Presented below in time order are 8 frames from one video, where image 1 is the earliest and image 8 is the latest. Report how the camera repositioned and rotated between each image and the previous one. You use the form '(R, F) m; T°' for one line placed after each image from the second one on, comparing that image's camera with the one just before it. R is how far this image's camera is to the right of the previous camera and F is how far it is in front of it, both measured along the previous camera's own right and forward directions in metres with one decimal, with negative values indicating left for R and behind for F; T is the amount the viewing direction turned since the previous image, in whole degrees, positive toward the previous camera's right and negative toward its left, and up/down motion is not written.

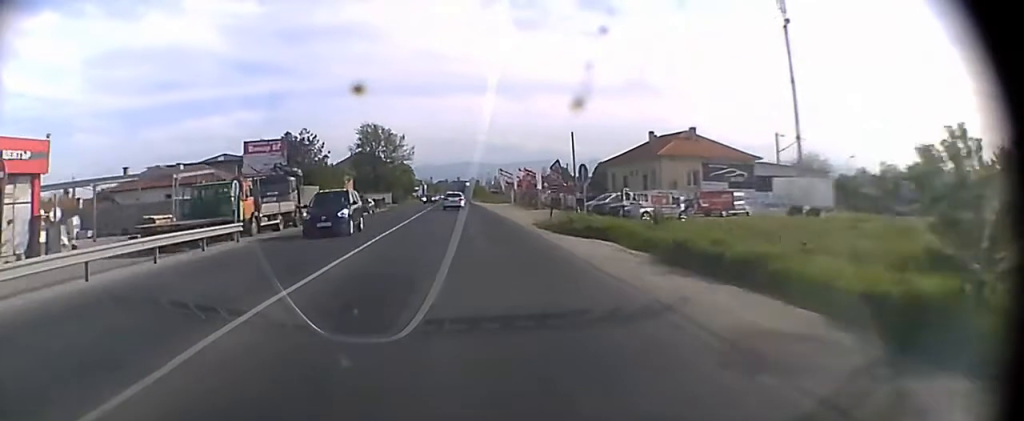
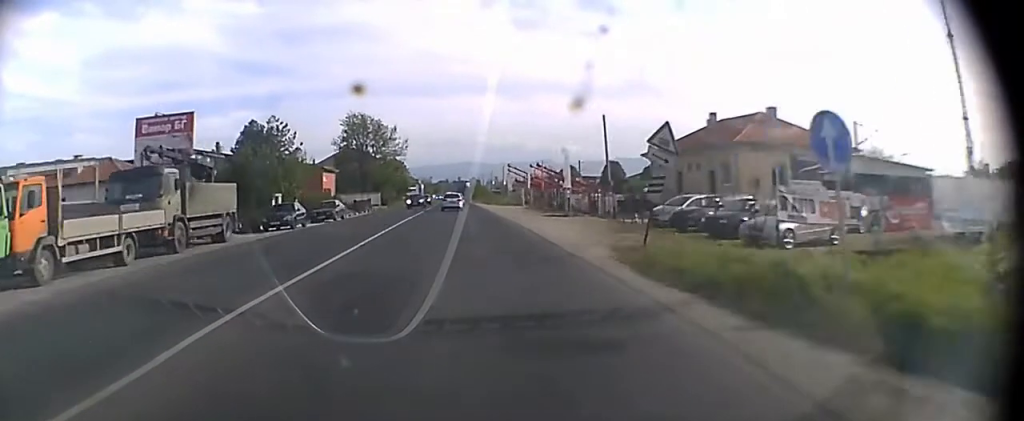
(0.0, +17.3) m; 0°
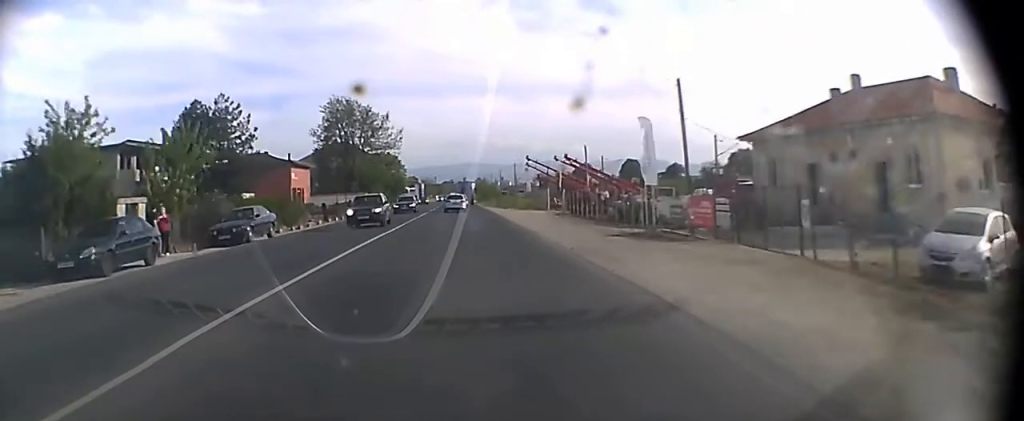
(0.0, +20.2) m; 0°
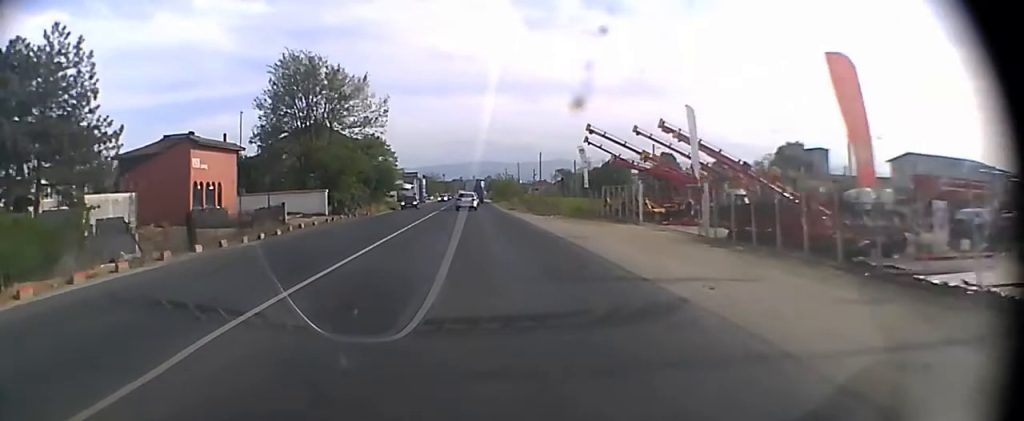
(-0.1, +30.4) m; 0°
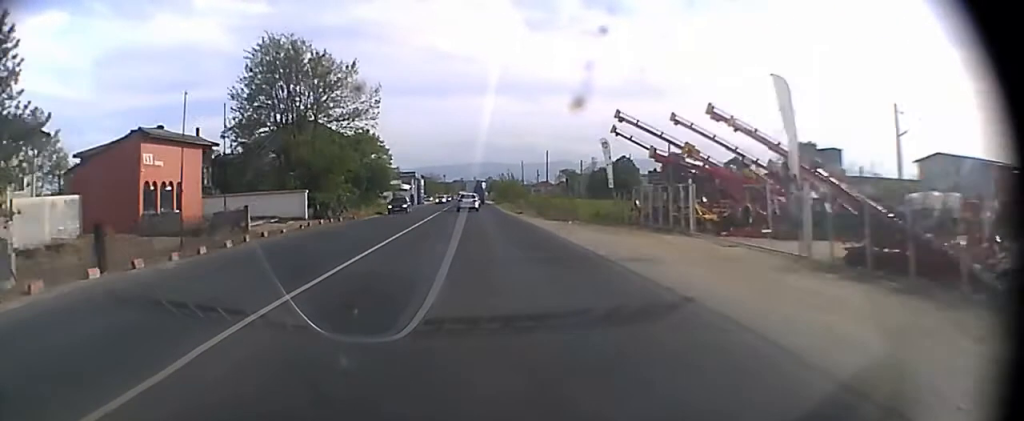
(0.0, +7.6) m; 0°
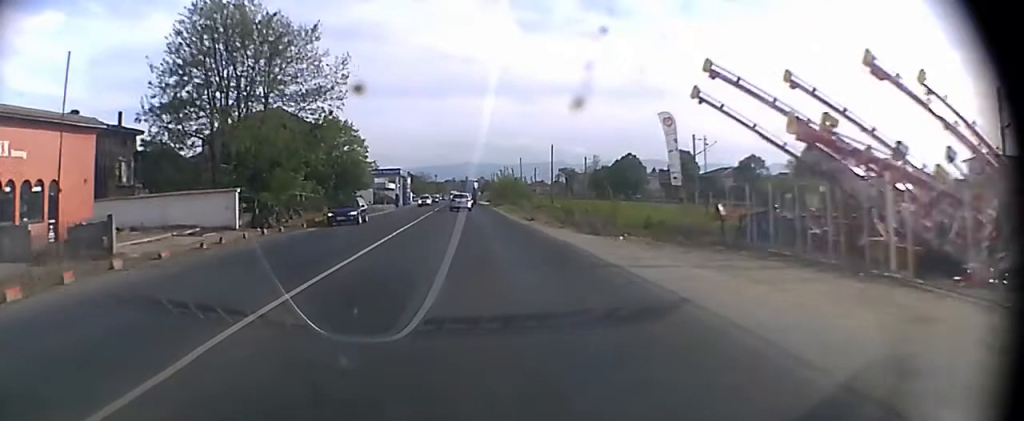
(0.0, +13.8) m; 0°
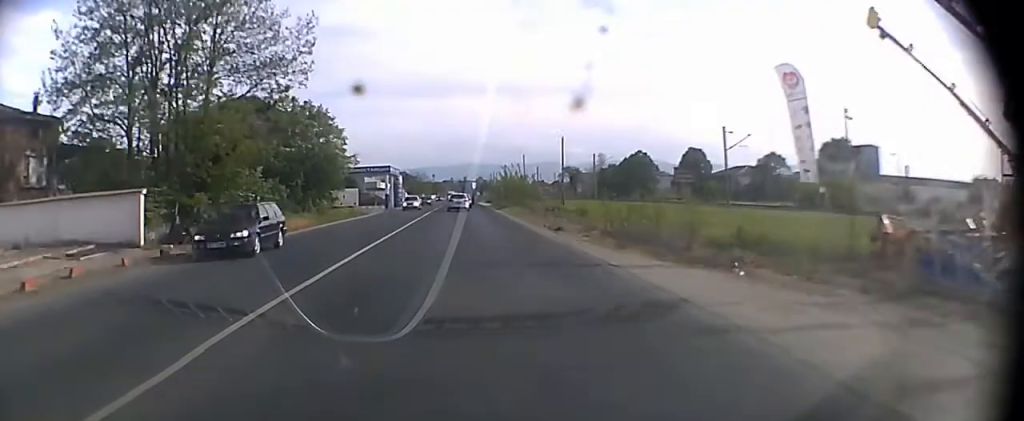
(0.0, +10.8) m; 0°
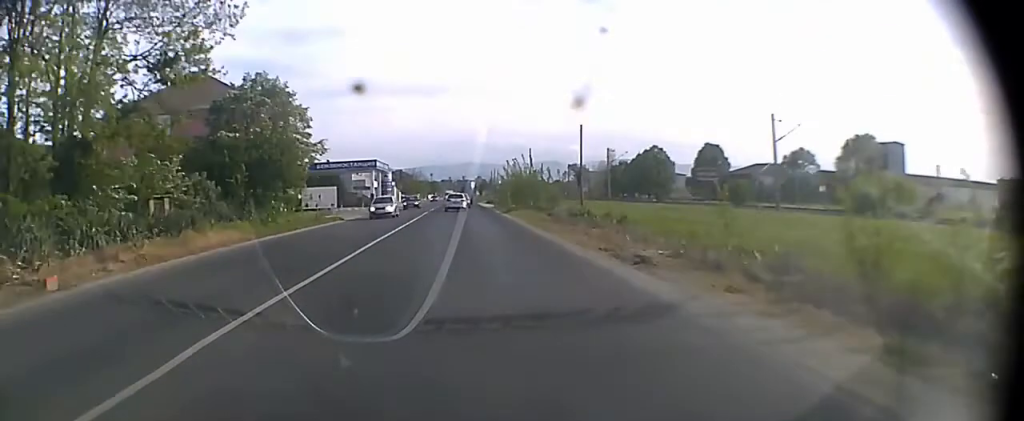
(0.0, +10.9) m; 0°
